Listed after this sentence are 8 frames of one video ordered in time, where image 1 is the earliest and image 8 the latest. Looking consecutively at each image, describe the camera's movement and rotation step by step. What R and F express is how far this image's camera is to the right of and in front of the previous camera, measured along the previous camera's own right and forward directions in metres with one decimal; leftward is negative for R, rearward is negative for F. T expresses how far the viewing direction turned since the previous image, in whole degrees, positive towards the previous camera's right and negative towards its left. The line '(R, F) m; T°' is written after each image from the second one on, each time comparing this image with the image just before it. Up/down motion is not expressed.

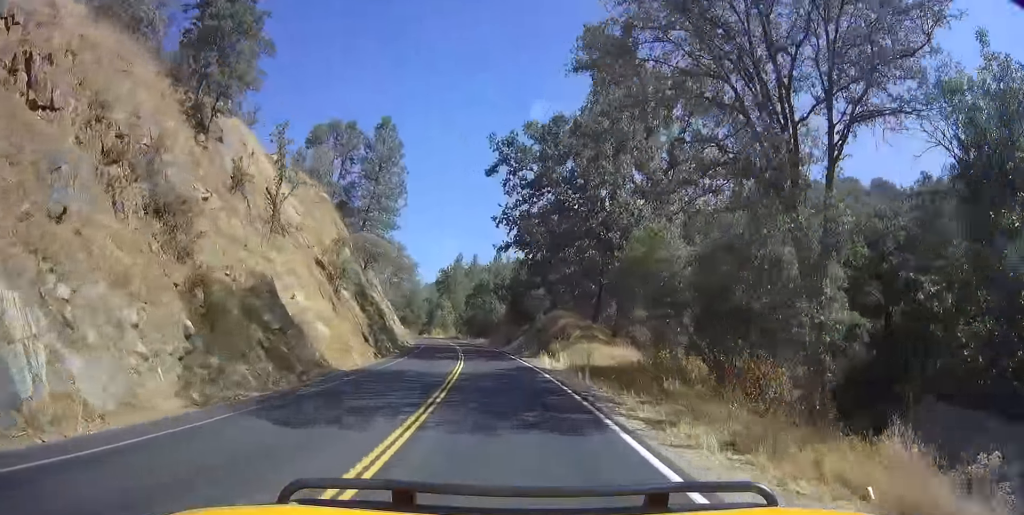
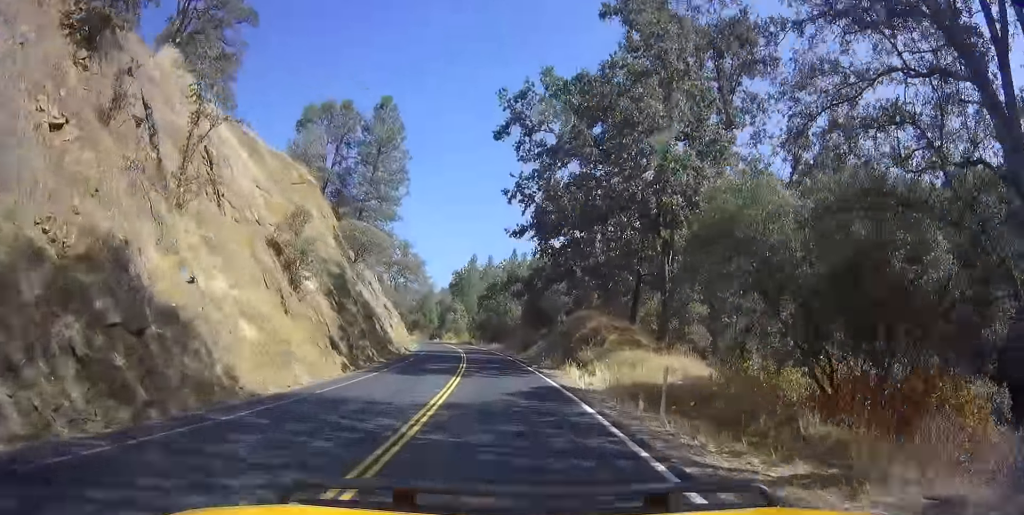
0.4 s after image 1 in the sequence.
(-0.5, +9.2) m; -1°
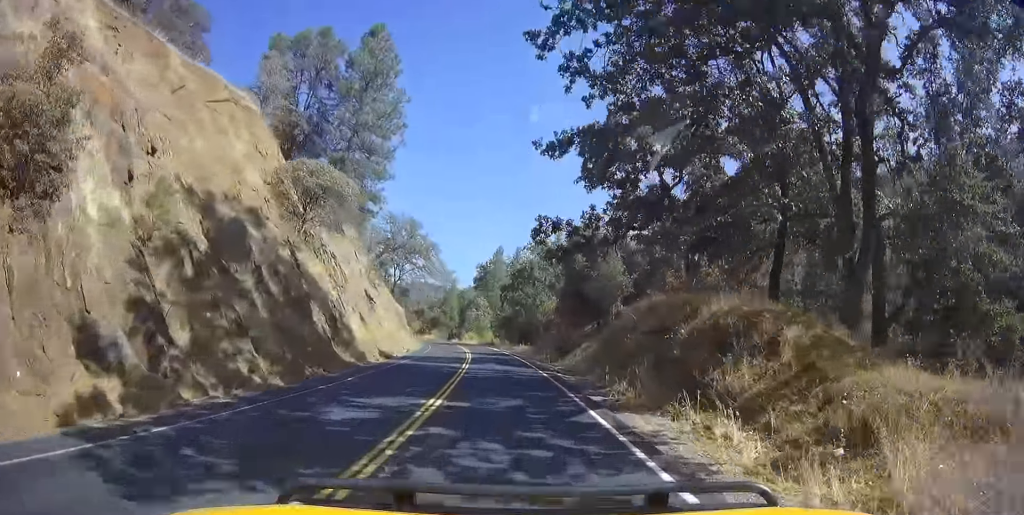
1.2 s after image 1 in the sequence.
(-0.6, +18.4) m; -2°
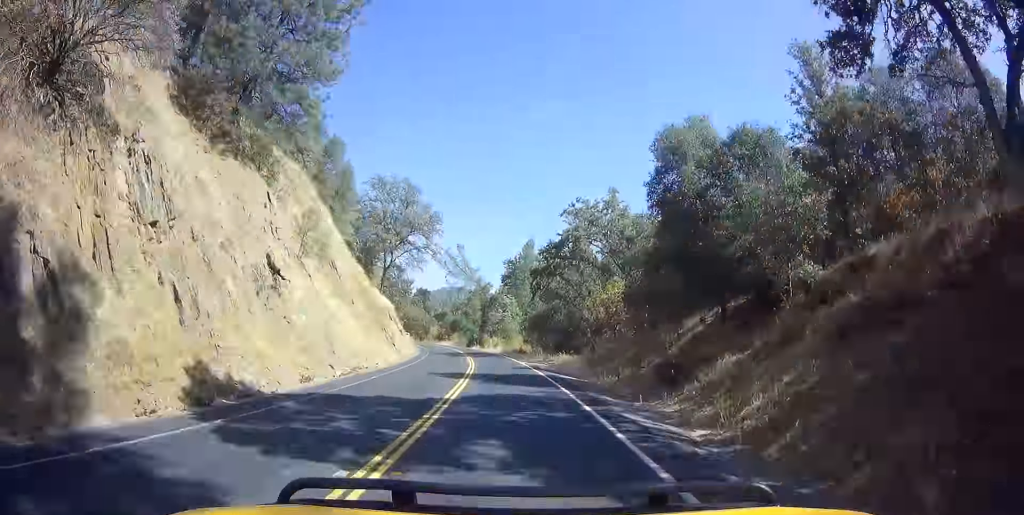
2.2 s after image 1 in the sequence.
(0.0, +22.9) m; -2°
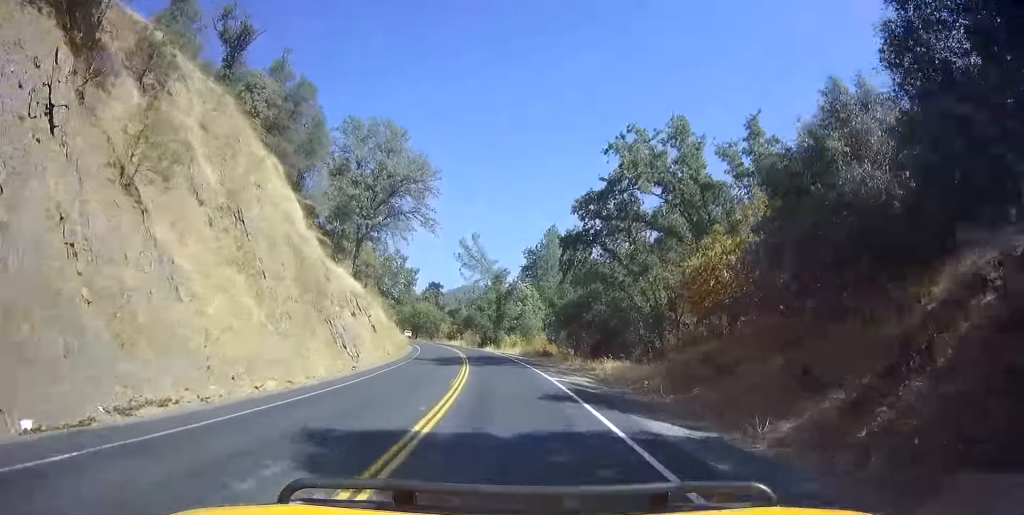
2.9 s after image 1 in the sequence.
(+0.3, +16.7) m; -4°
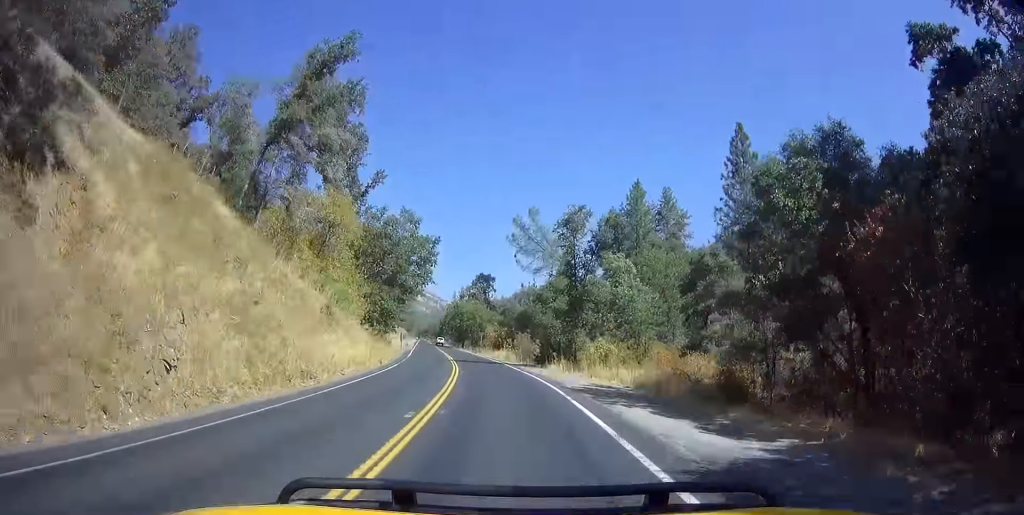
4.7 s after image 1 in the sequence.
(-5.7, +39.3) m; -13°
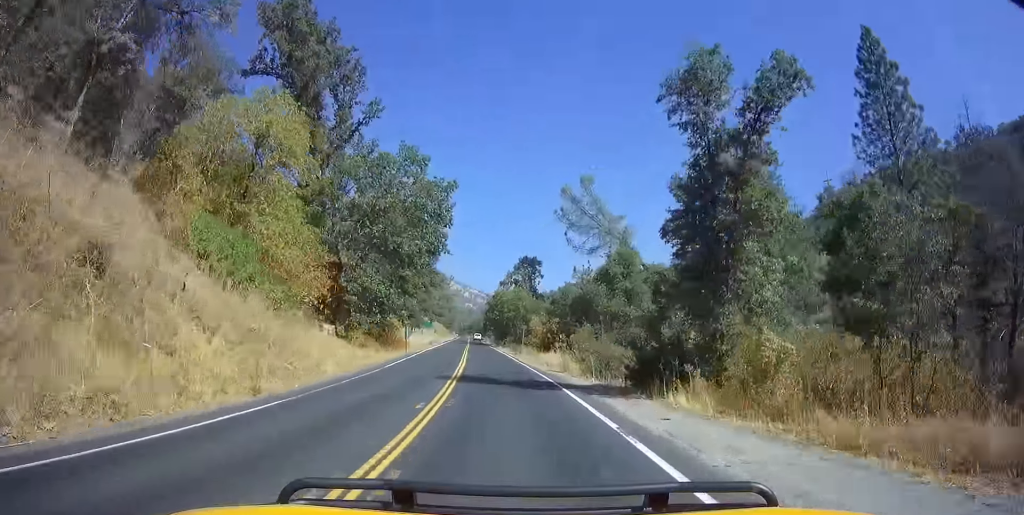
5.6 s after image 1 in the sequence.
(-0.9, +22.2) m; -3°
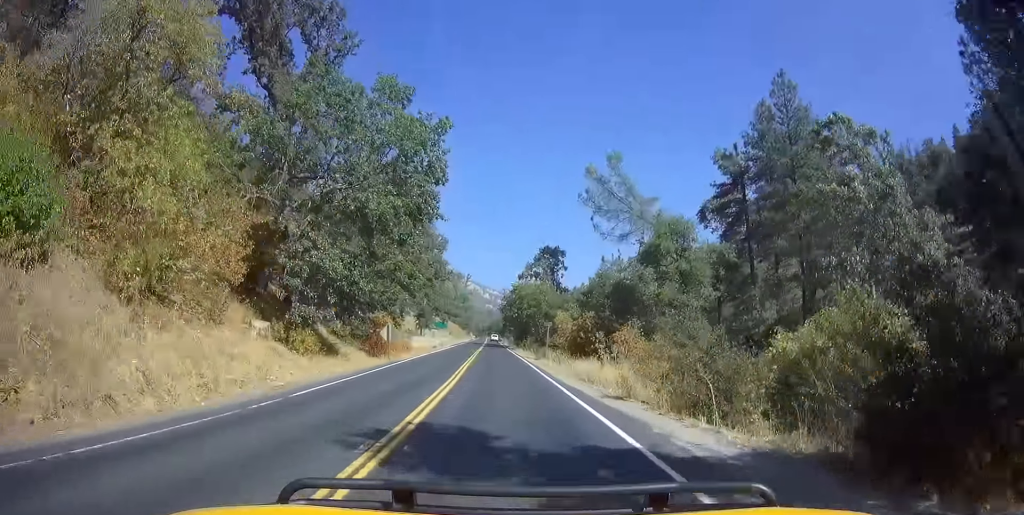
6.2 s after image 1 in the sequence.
(-0.1, +13.0) m; -1°
